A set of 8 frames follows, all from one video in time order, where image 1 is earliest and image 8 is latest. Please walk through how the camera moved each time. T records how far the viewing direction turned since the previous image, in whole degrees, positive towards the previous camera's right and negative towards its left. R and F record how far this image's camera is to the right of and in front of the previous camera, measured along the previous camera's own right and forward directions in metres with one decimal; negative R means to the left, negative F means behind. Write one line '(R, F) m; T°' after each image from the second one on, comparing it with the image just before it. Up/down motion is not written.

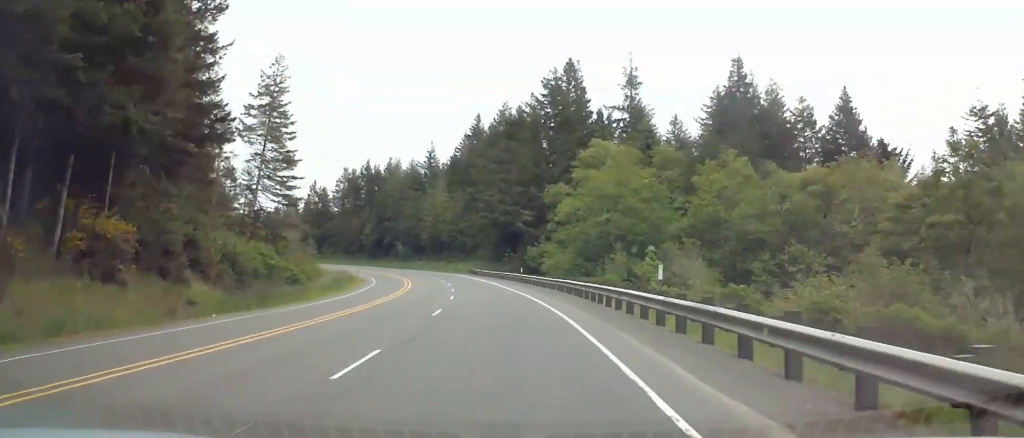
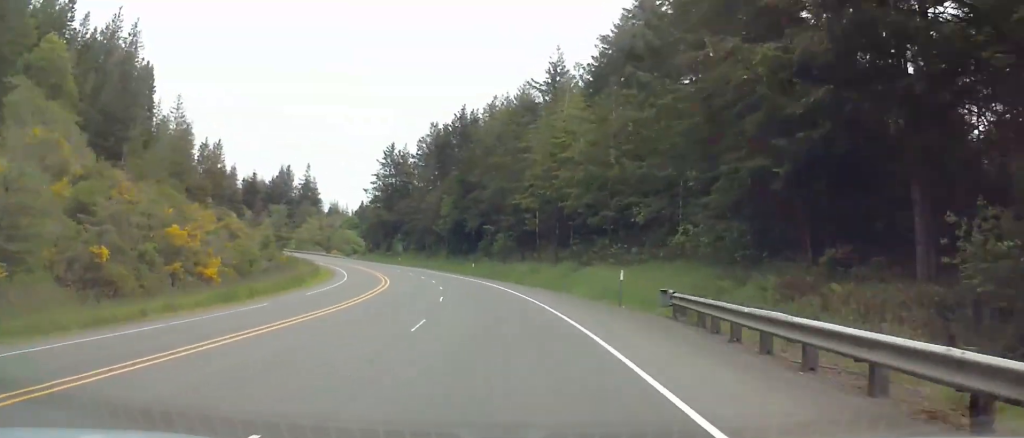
(-8.0, +79.9) m; -12°
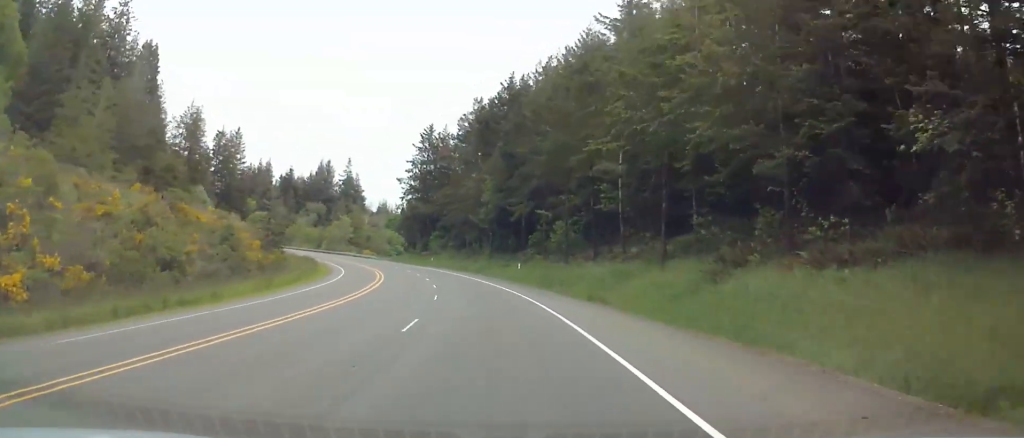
(+0.5, +25.2) m; -4°
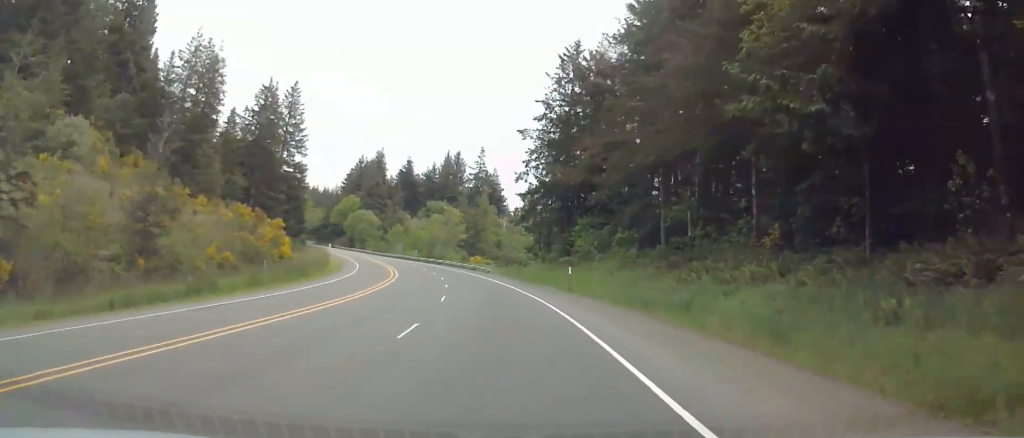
(-9.9, +61.7) m; -15°
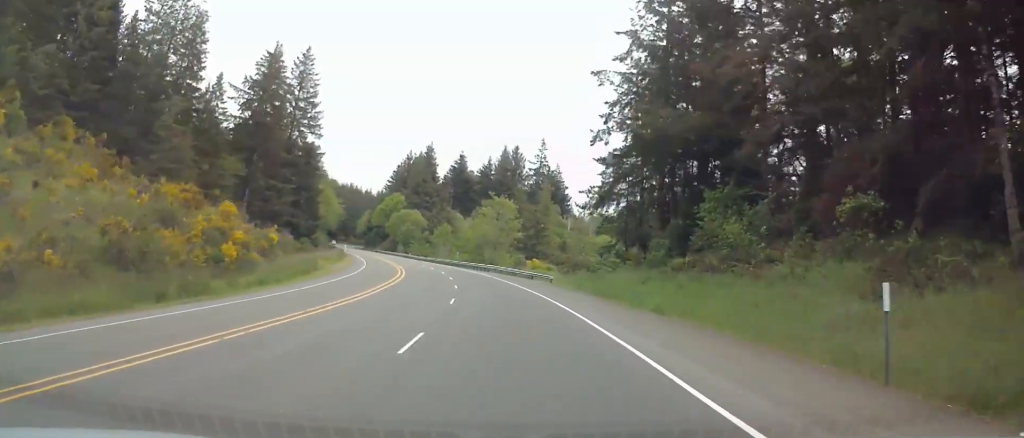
(-2.1, +26.6) m; -4°
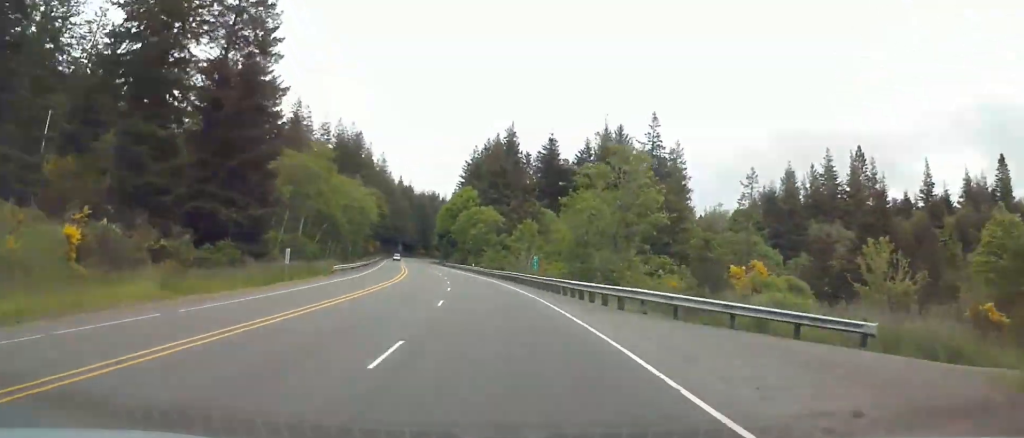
(-0.6, +50.1) m; -6°
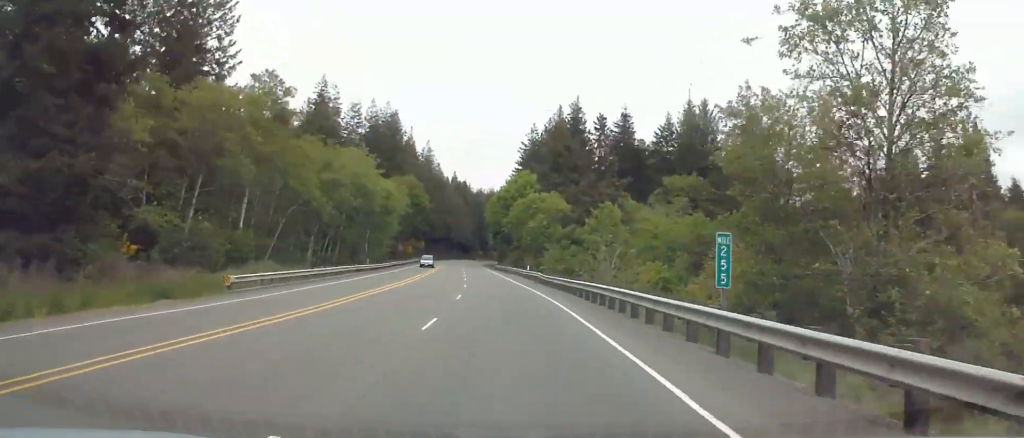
(-2.9, +31.3) m; -5°
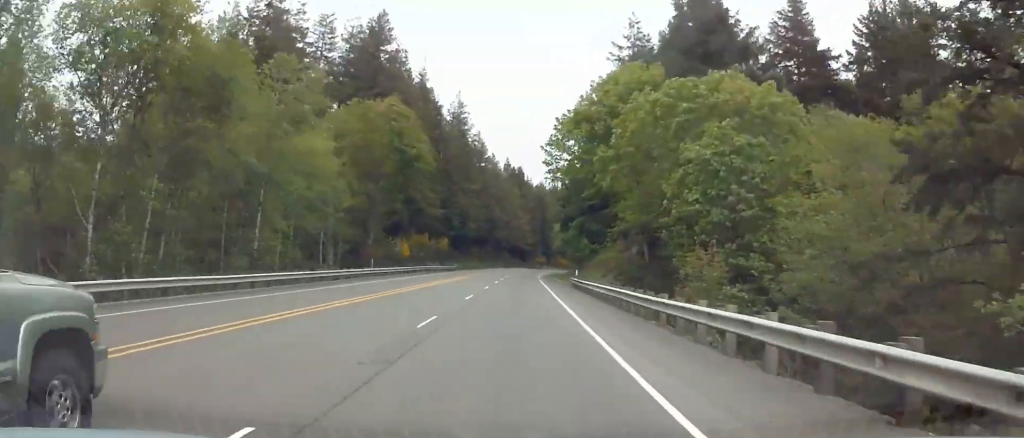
(-5.4, +72.5) m; -6°
